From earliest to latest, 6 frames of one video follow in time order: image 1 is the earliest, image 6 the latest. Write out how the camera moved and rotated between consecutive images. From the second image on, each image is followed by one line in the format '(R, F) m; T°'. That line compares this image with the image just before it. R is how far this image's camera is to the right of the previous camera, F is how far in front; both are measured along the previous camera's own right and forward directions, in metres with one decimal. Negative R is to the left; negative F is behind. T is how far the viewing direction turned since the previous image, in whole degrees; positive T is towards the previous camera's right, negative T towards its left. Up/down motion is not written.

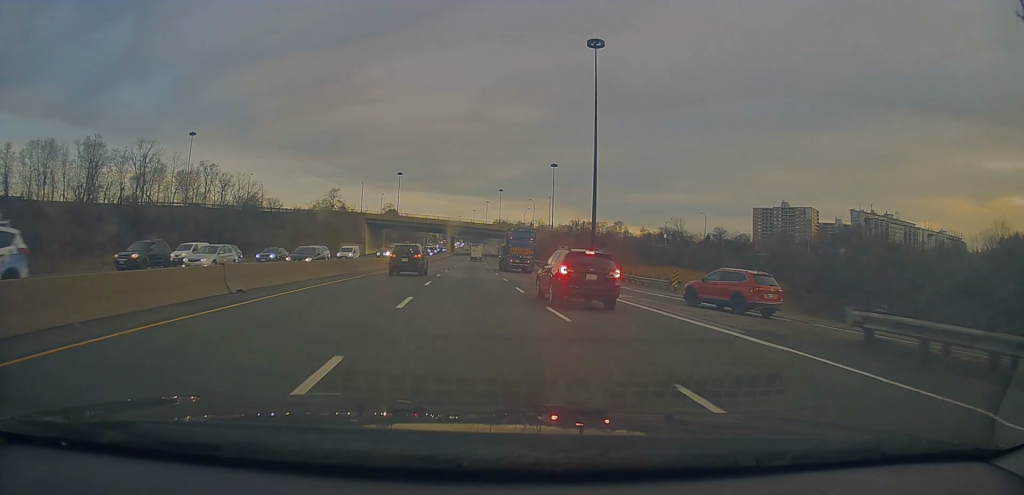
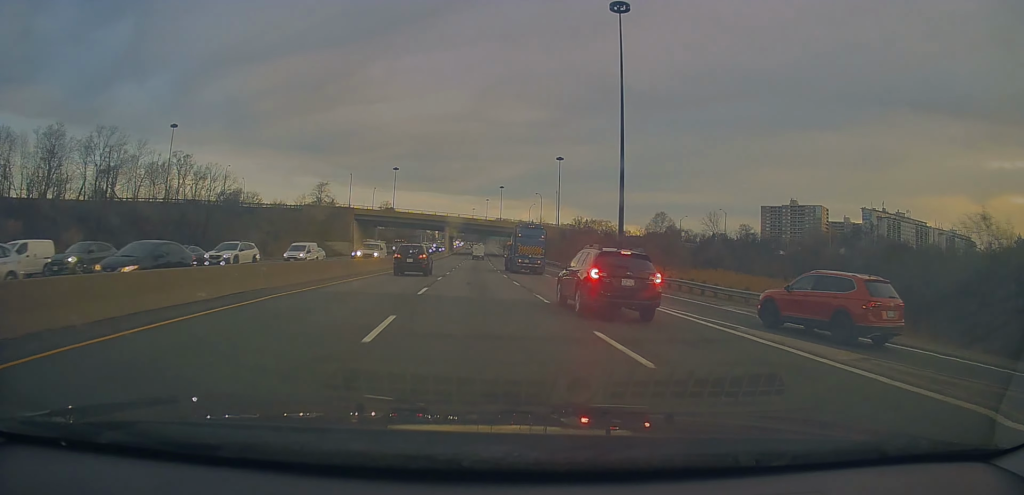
(0.0, +14.0) m; 0°
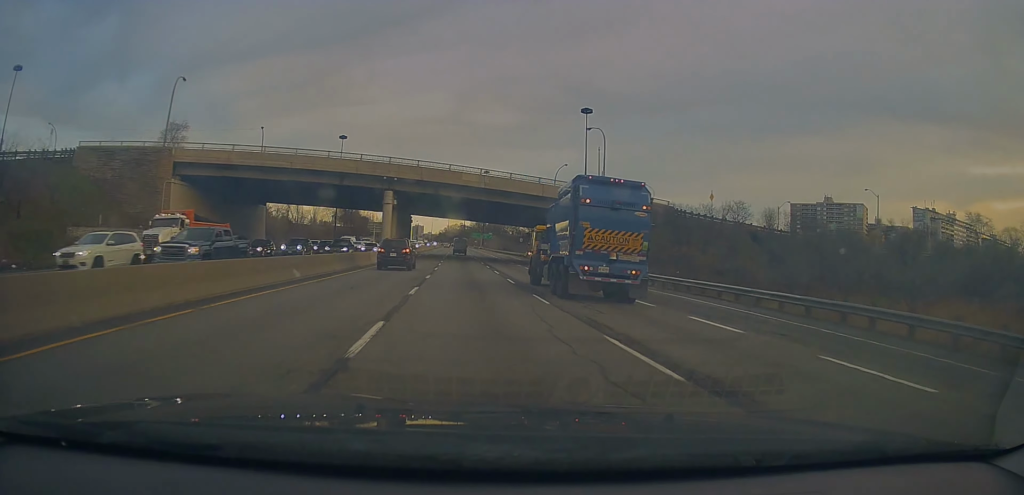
(+1.6, +73.2) m; +2°
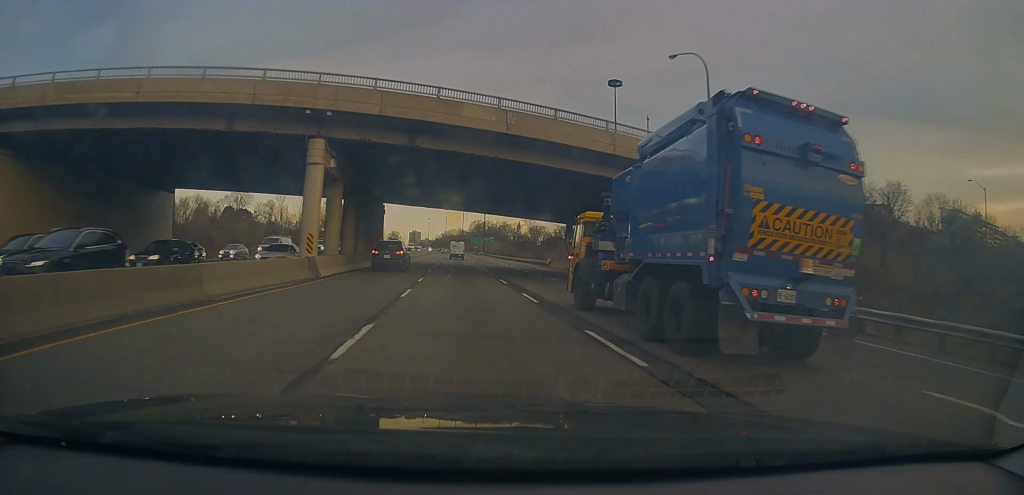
(+0.1, +26.3) m; 0°
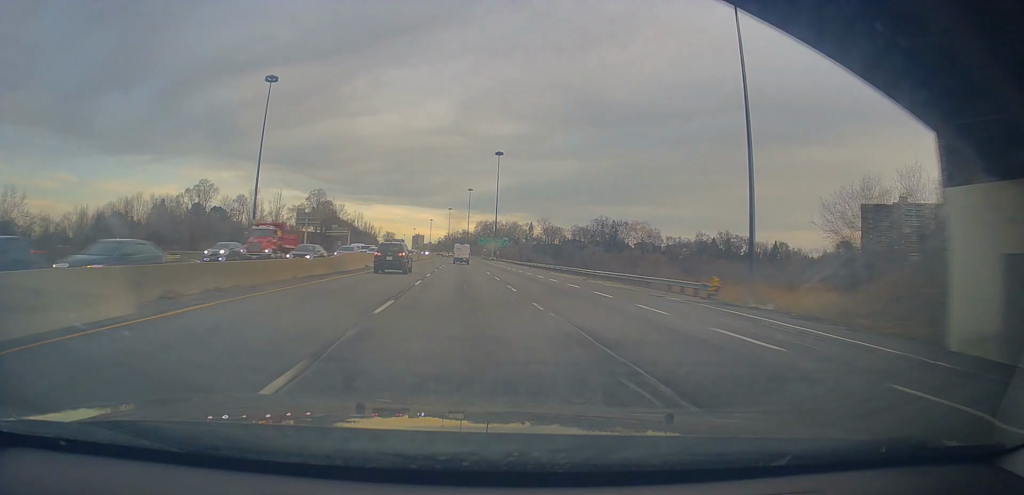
(0.0, +47.0) m; +1°
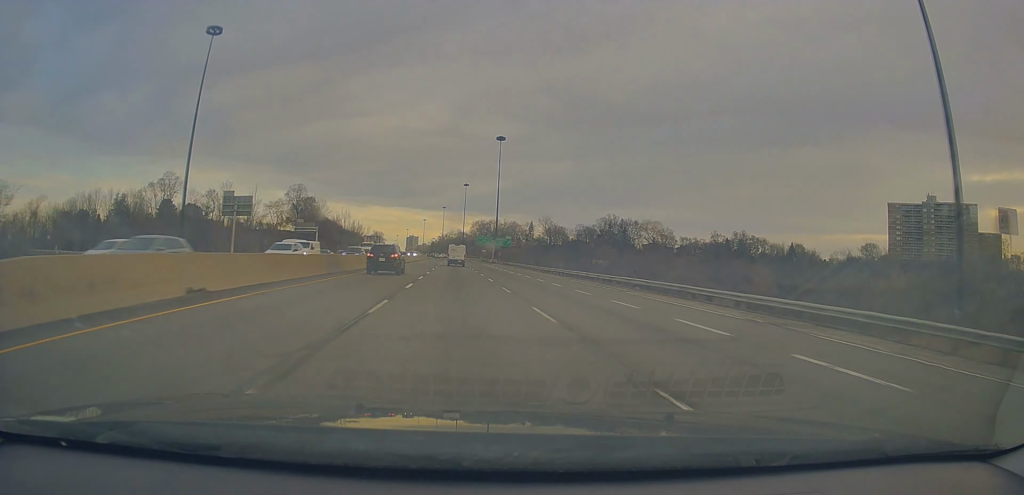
(+0.3, +27.3) m; +1°
